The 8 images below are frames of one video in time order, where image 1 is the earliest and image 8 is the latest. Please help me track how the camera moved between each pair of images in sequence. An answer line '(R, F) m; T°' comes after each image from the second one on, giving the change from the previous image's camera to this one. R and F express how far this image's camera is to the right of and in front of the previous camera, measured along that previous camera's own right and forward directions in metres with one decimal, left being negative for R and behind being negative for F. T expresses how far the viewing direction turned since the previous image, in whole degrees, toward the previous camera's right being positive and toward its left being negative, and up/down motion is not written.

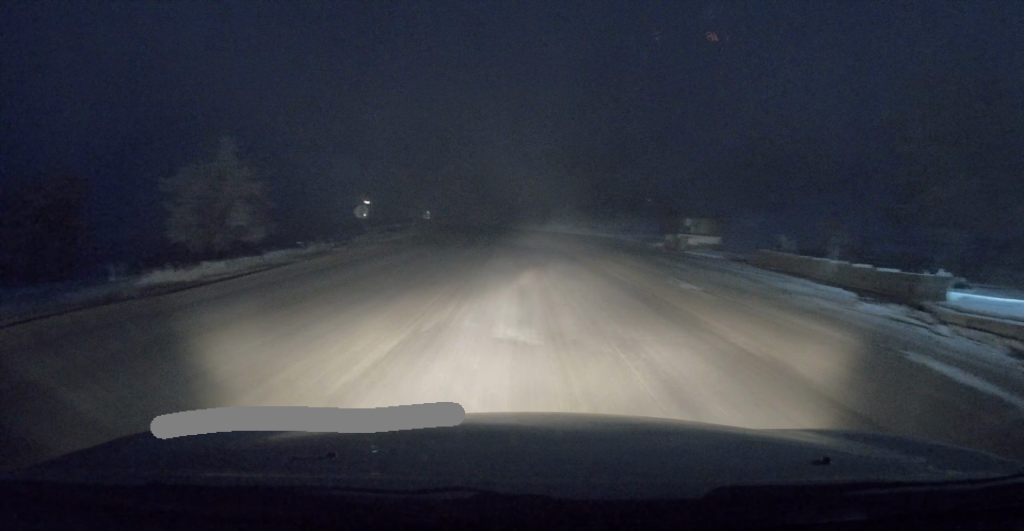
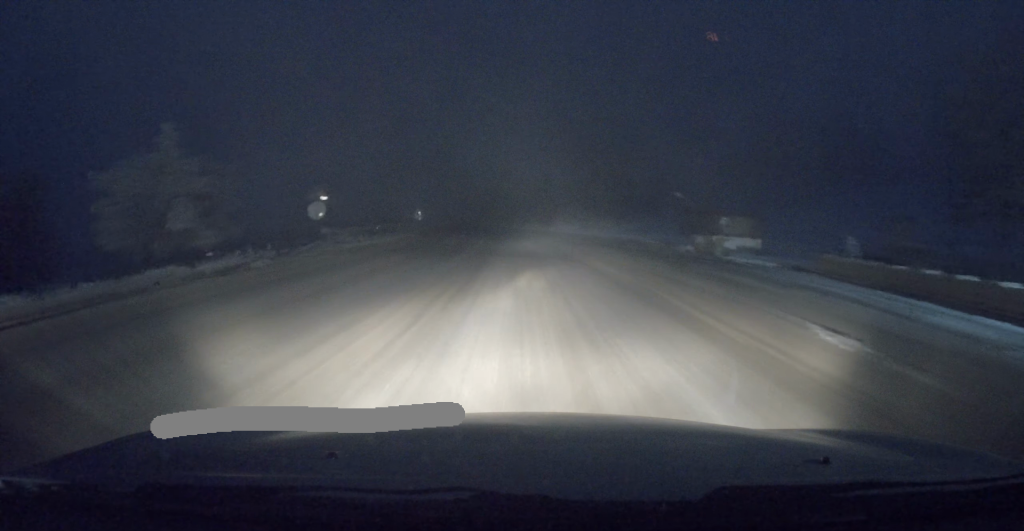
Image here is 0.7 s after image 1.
(0.0, +7.2) m; 0°
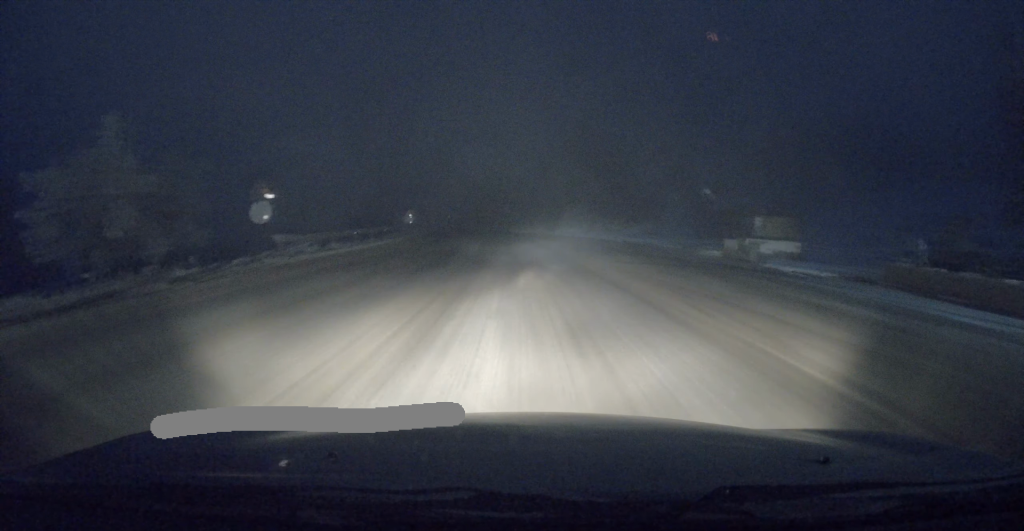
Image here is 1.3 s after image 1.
(0.0, +5.2) m; 0°
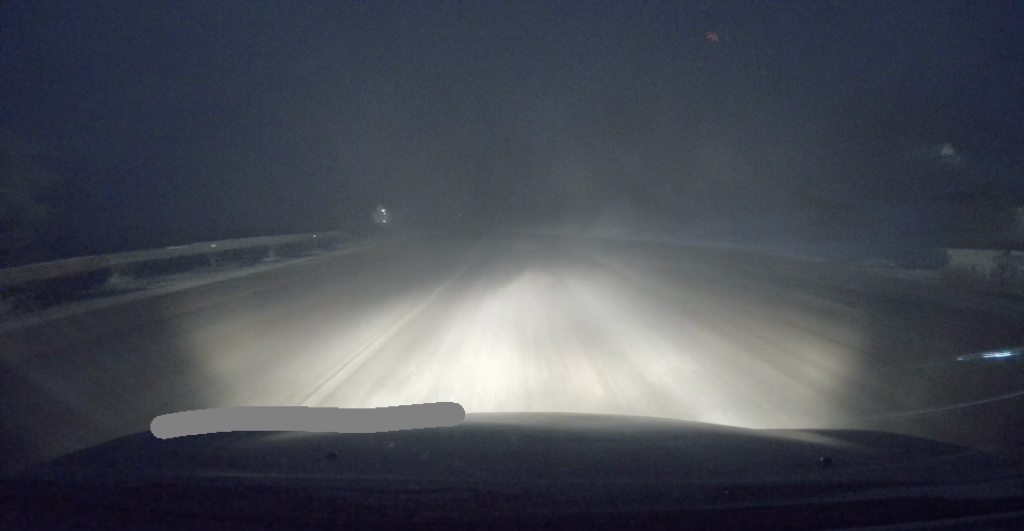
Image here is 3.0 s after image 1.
(-0.3, +17.1) m; -3°
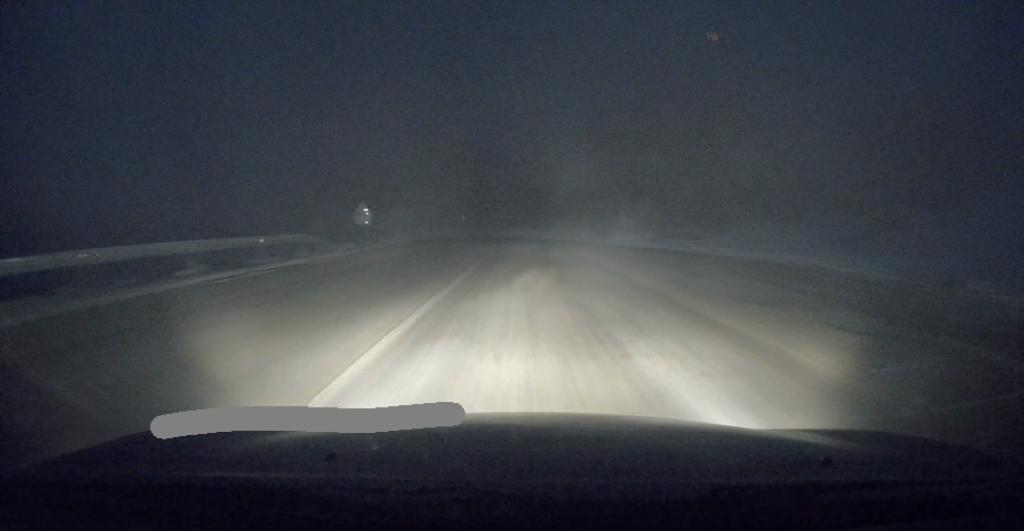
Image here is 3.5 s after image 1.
(0.0, +5.4) m; -1°
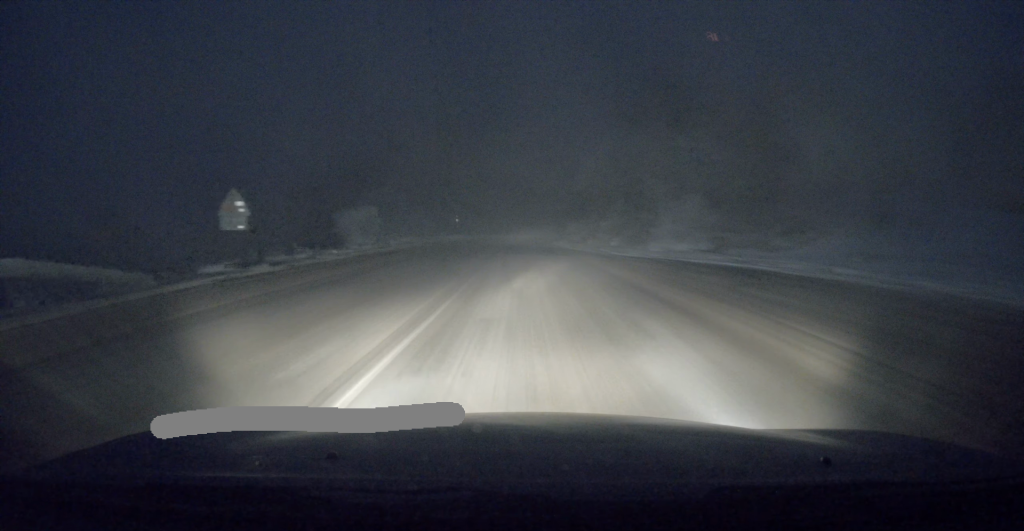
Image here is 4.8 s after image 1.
(+0.1, +13.3) m; +1°
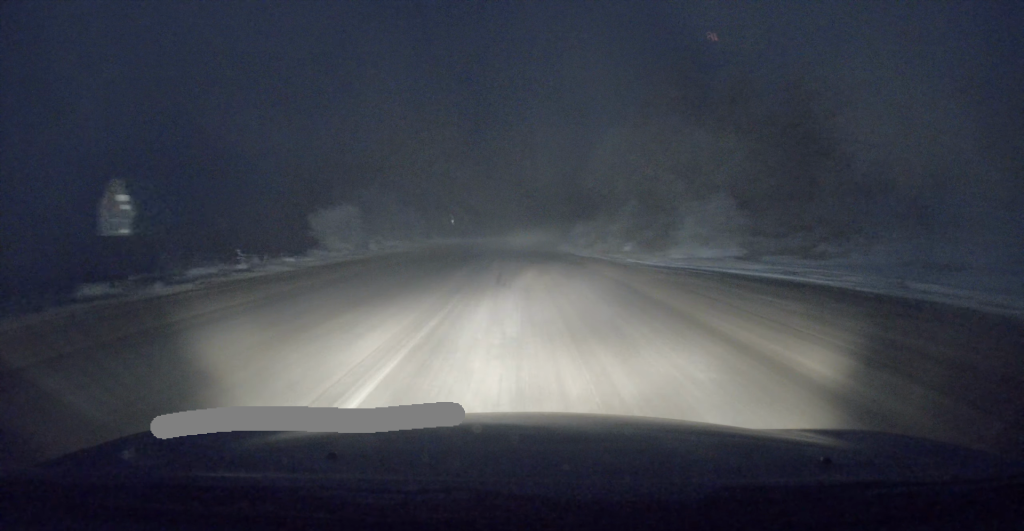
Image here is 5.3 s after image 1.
(+0.2, +4.9) m; 0°
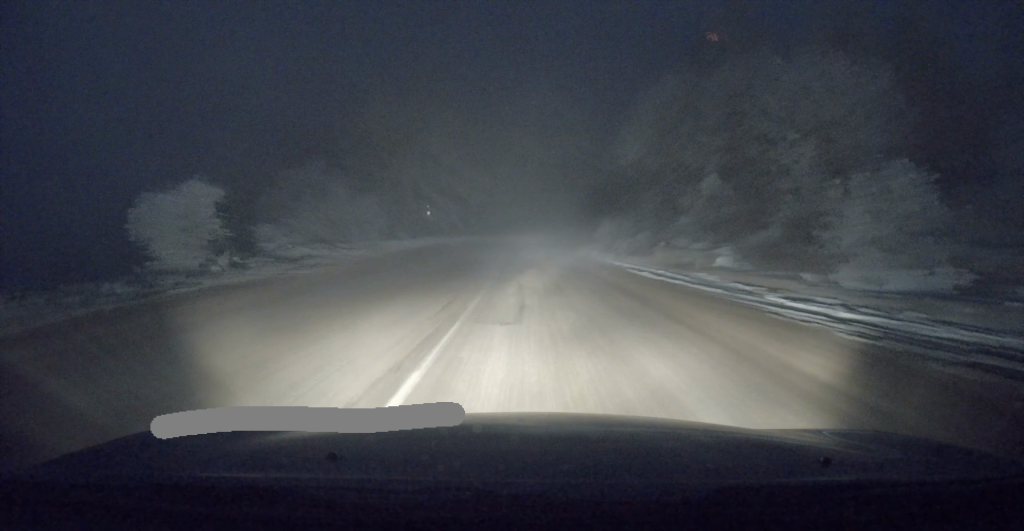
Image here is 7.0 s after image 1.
(-0.4, +16.2) m; -1°
